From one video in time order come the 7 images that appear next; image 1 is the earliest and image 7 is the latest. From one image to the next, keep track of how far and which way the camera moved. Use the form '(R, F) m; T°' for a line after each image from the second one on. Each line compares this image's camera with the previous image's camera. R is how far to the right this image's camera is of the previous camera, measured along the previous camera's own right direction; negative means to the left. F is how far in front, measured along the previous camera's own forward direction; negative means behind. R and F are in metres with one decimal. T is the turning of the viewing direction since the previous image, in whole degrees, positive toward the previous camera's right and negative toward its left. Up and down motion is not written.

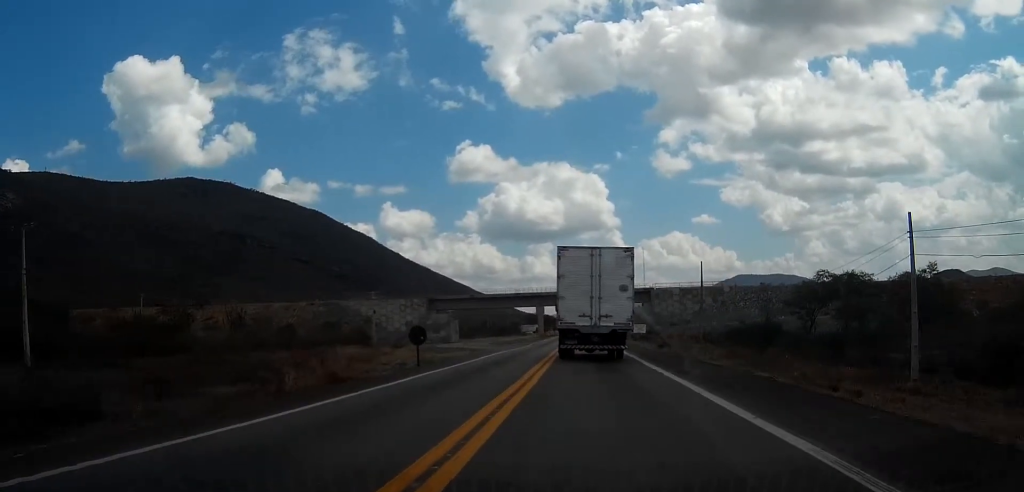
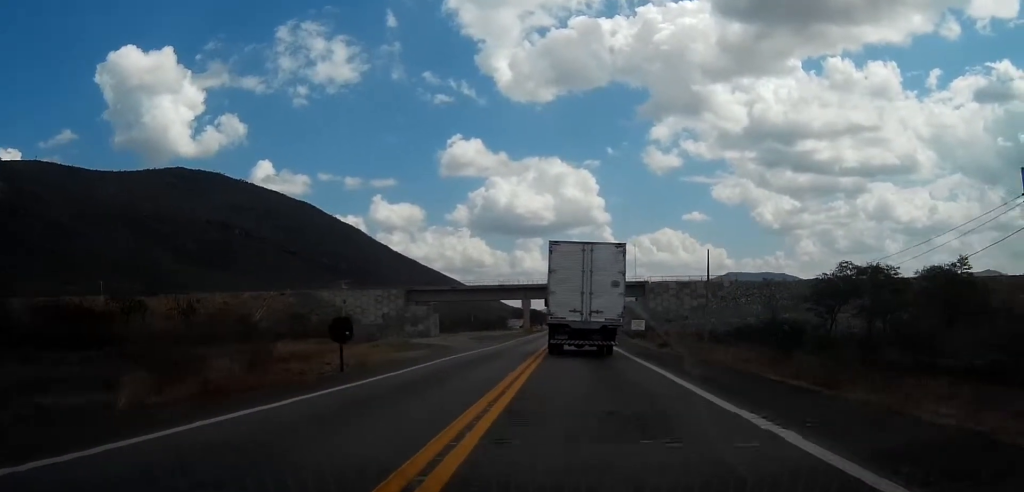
(+0.1, +11.4) m; +1°
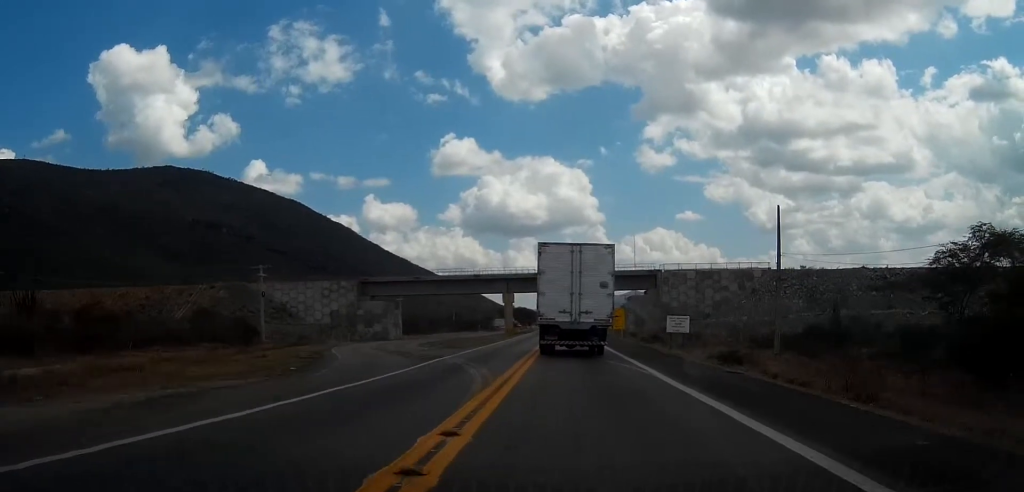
(+0.3, +31.3) m; +1°
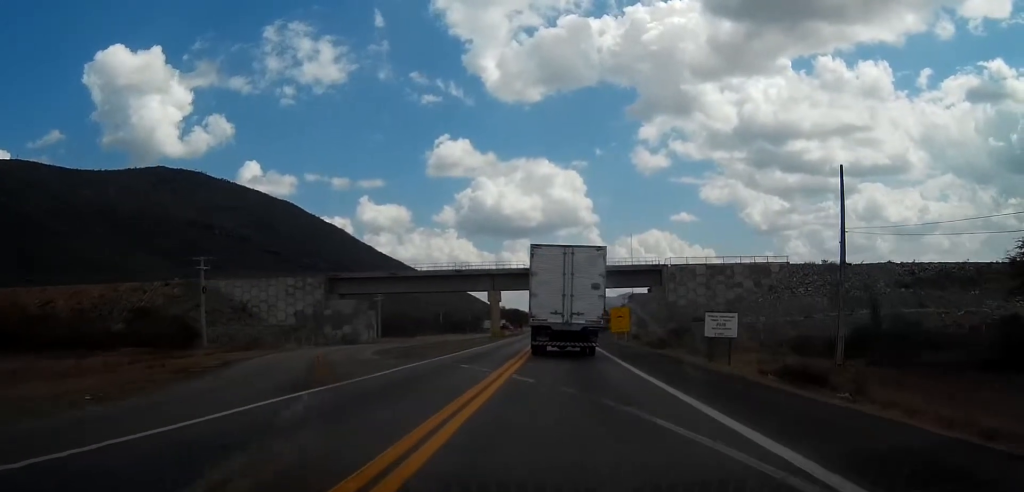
(+0.1, +14.5) m; 0°
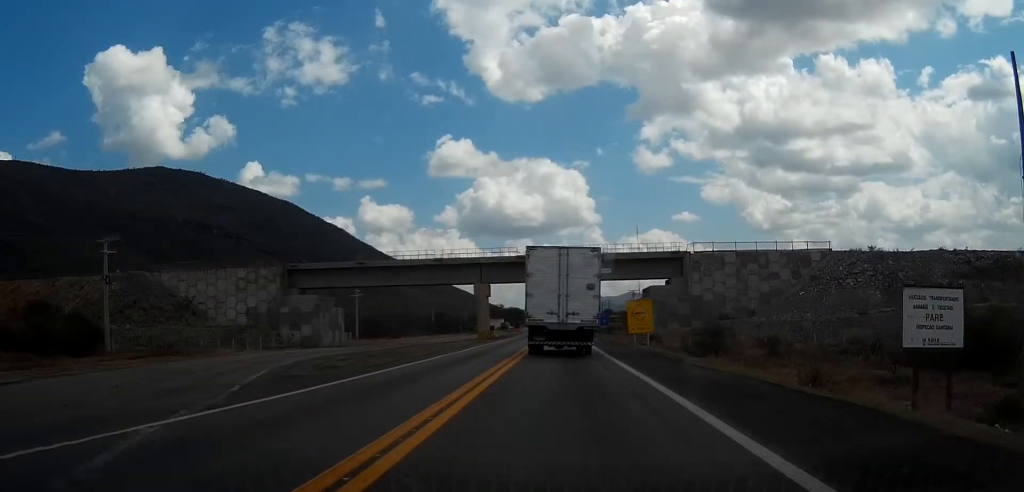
(-0.1, +18.8) m; 0°
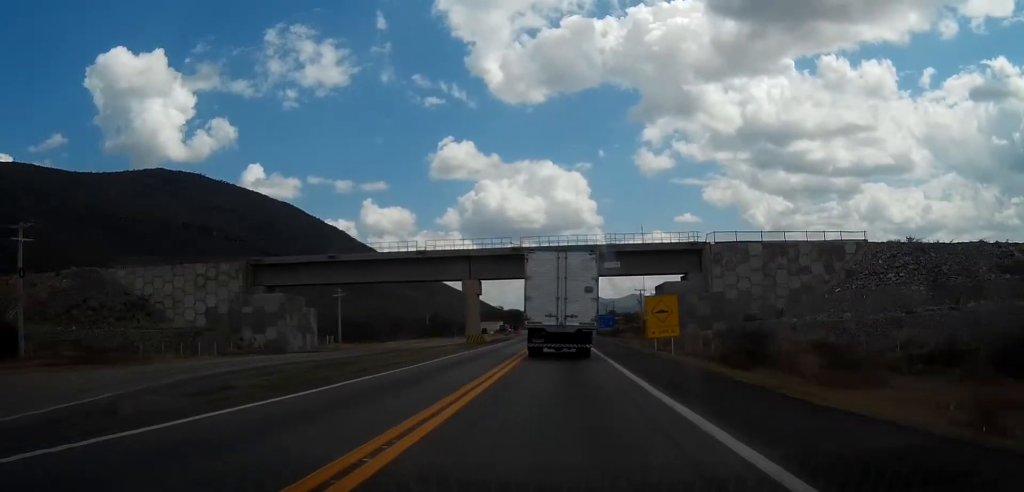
(0.0, +12.0) m; 0°
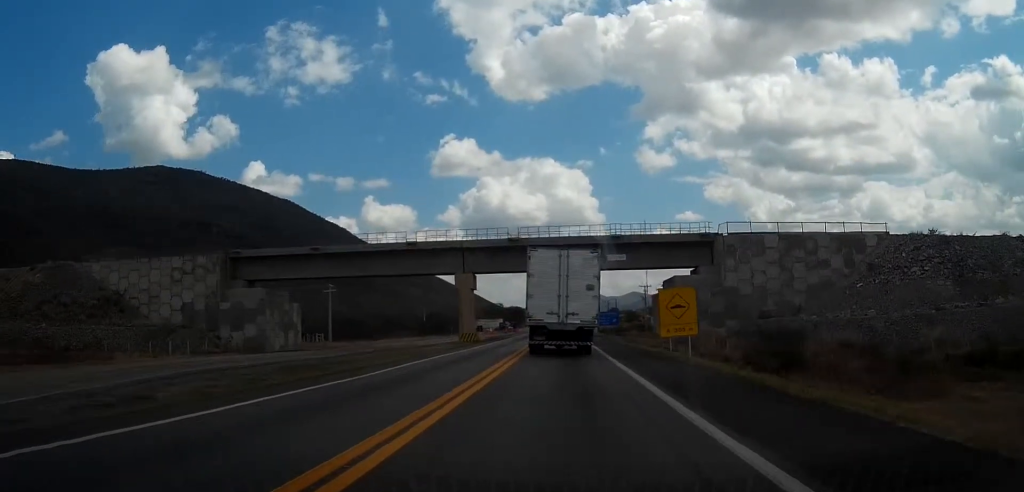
(+0.1, +6.0) m; 0°
